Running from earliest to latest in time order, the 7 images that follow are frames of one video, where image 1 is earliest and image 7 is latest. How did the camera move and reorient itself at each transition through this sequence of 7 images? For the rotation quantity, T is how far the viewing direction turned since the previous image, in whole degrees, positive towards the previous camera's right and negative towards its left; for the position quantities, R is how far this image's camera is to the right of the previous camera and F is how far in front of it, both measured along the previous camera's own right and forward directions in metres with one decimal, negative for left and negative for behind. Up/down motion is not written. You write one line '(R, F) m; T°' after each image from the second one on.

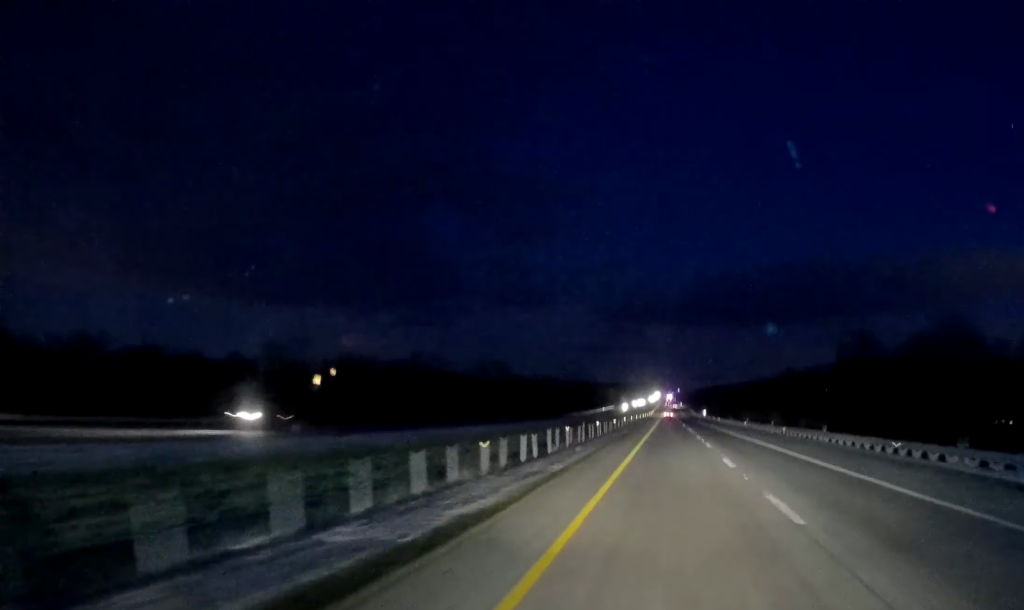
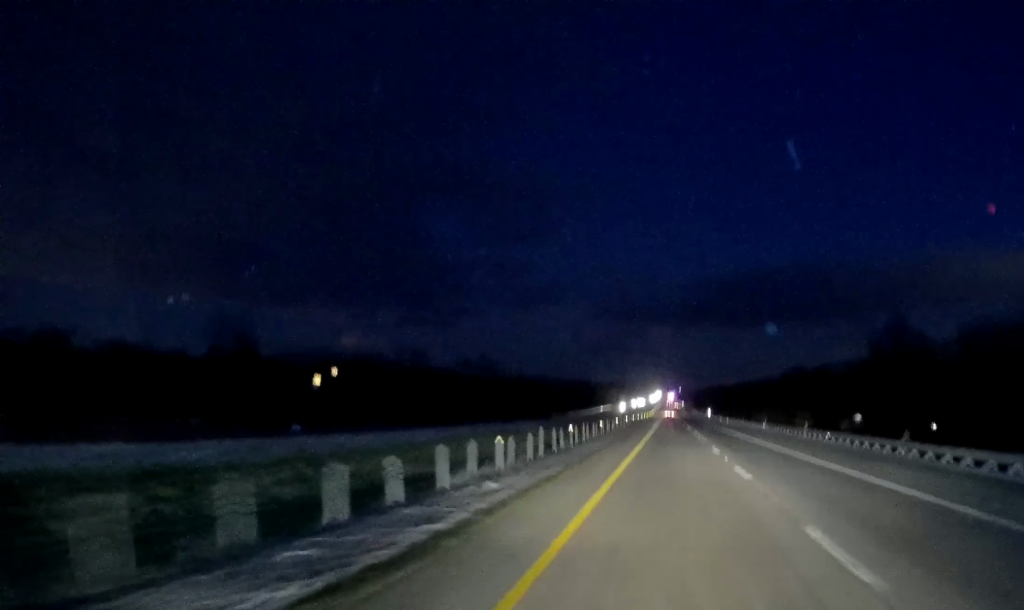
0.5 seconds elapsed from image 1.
(0.0, +16.5) m; 0°
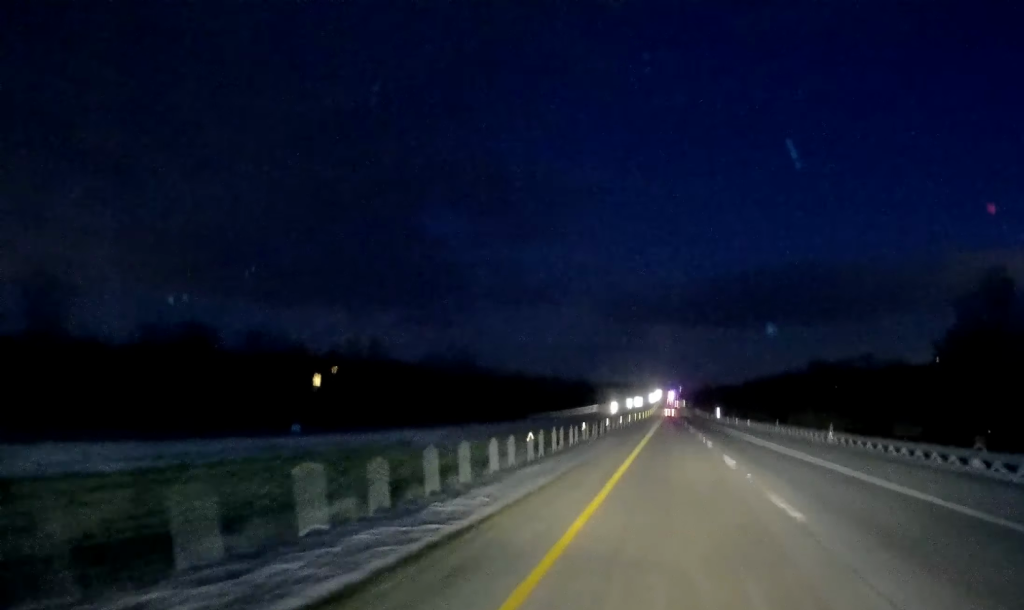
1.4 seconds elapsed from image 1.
(0.0, +30.8) m; 0°
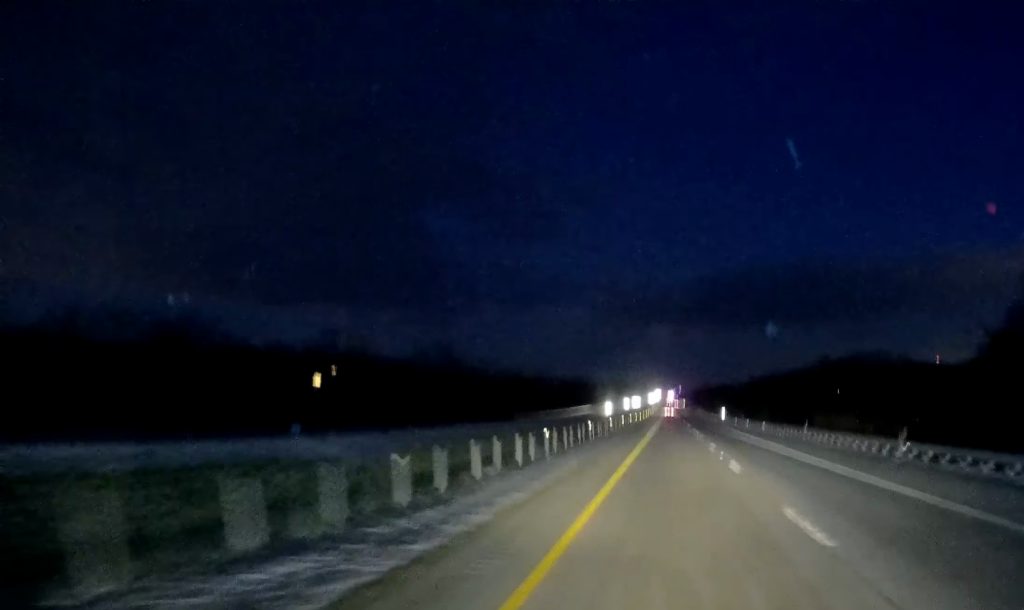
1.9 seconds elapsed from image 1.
(0.0, +14.3) m; 0°
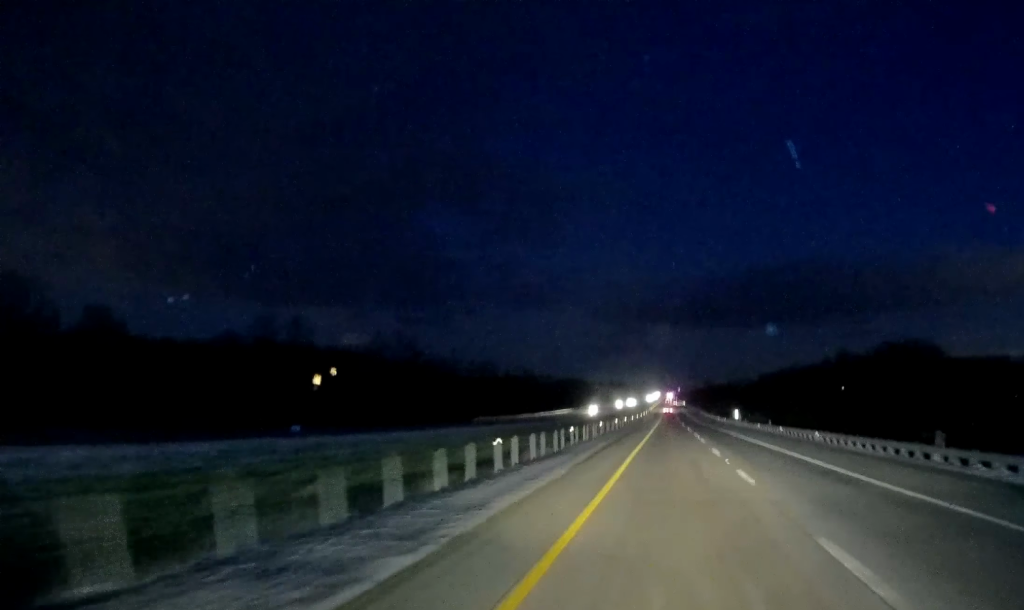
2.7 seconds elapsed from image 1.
(0.0, +27.5) m; -1°
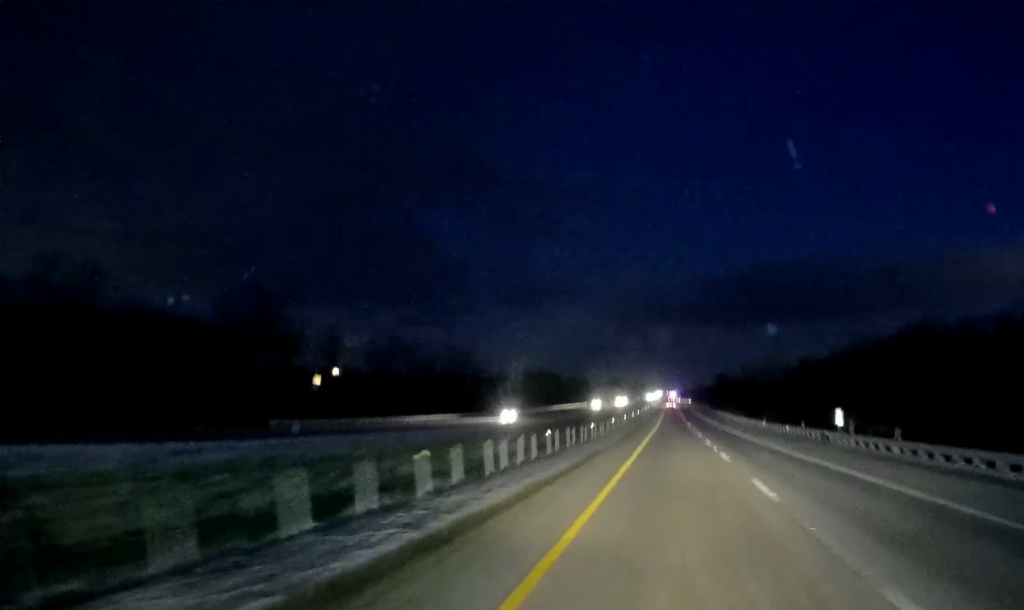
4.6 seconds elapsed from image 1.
(-1.2, +62.6) m; 0°
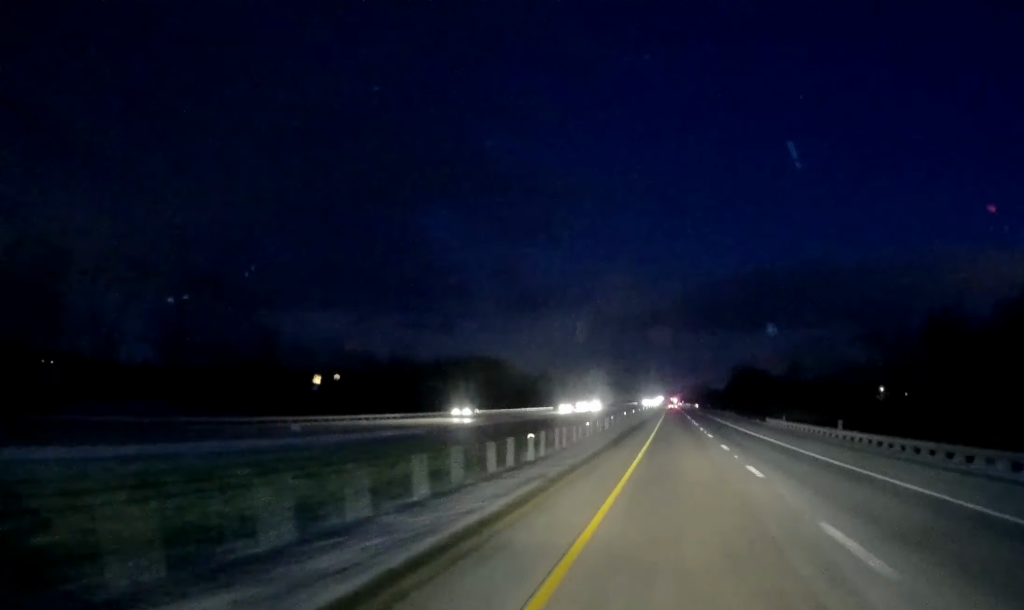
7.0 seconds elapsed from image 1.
(+1.7, +80.0) m; +1°
